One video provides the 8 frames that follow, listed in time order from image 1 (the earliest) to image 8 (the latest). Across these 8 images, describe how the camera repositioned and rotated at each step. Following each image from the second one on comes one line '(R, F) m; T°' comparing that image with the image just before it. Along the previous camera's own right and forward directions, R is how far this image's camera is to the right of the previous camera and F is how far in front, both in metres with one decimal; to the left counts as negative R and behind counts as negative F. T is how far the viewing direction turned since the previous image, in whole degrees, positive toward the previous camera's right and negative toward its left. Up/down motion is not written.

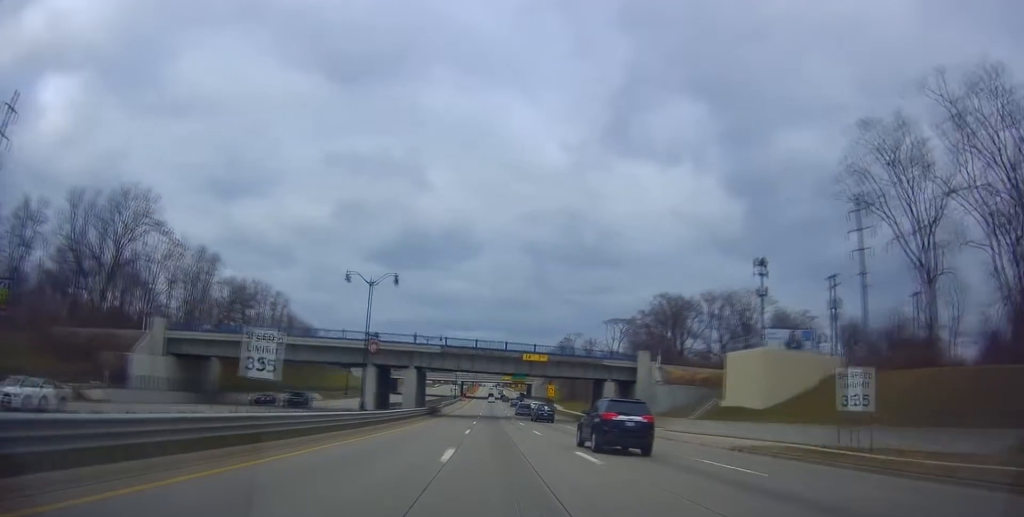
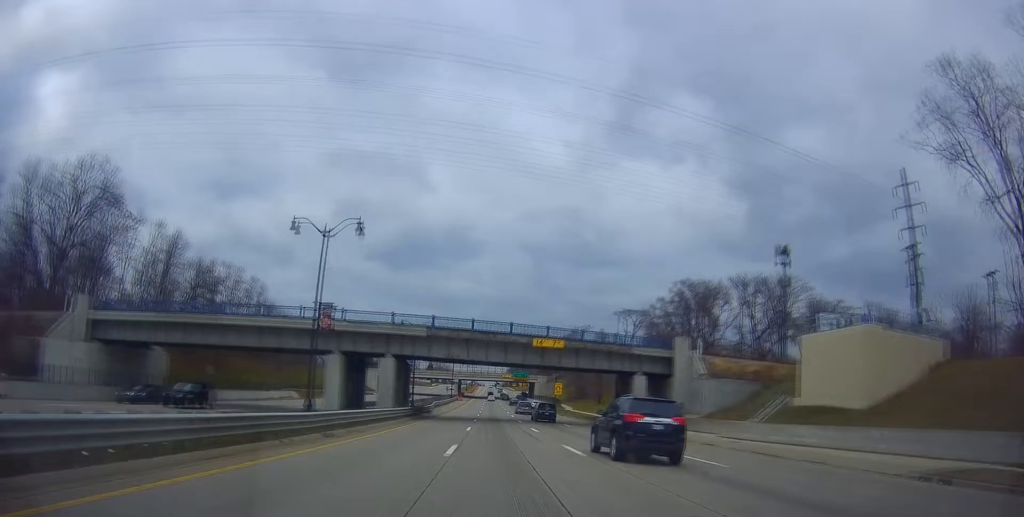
(+0.2, +13.6) m; -1°
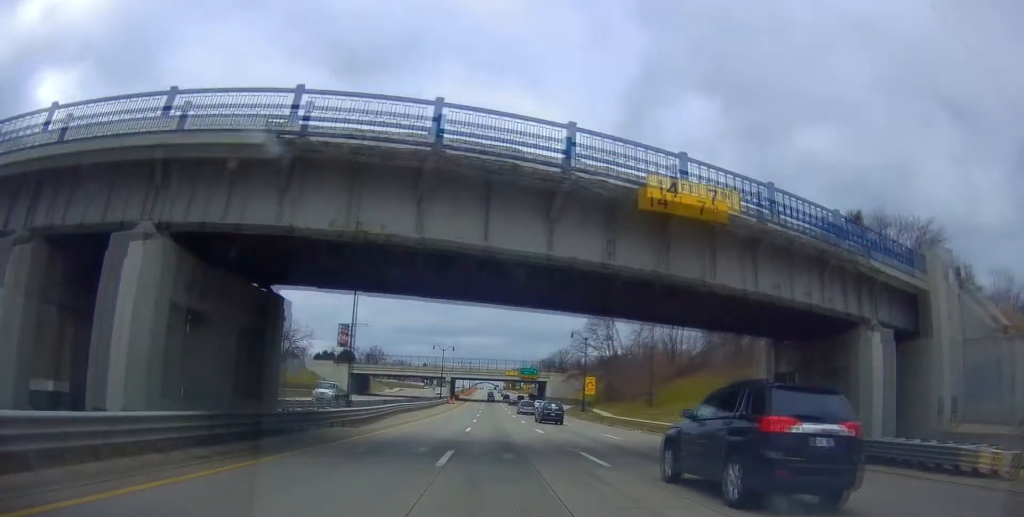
(-0.6, +34.5) m; 0°
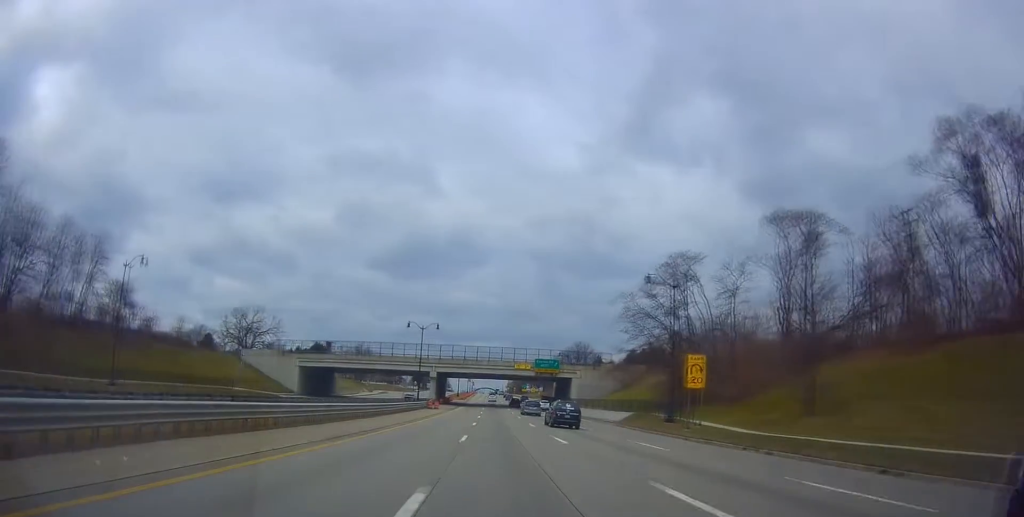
(+0.9, +38.4) m; 0°
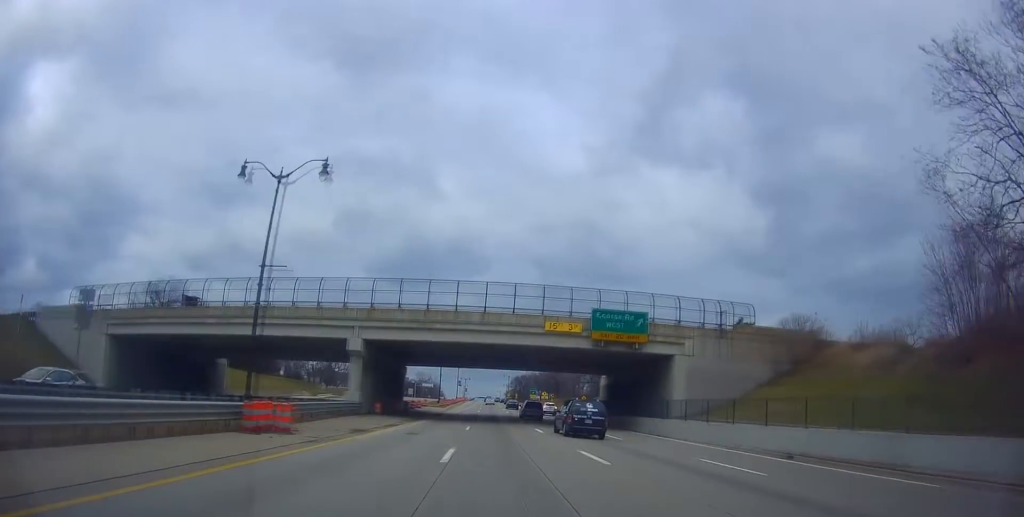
(-0.3, +53.3) m; 0°
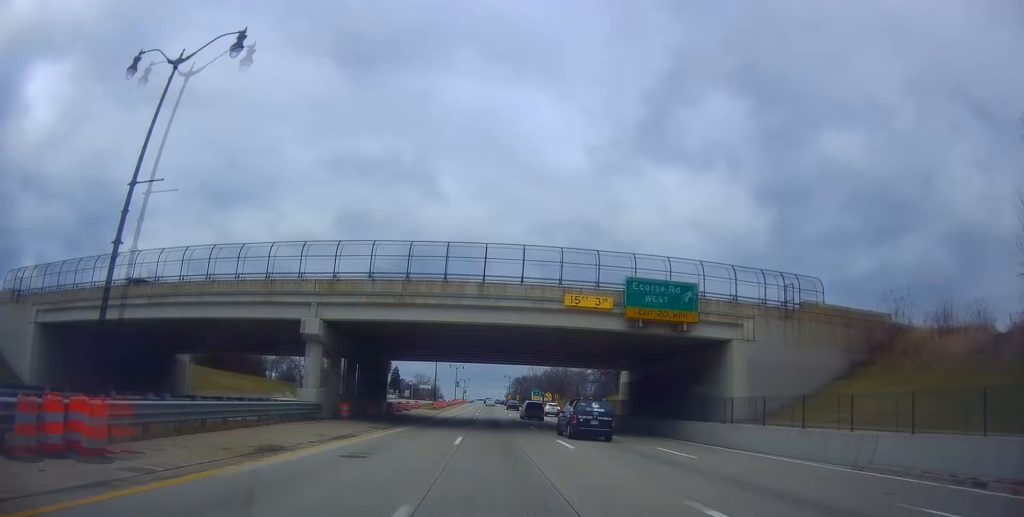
(0.0, +10.2) m; 0°
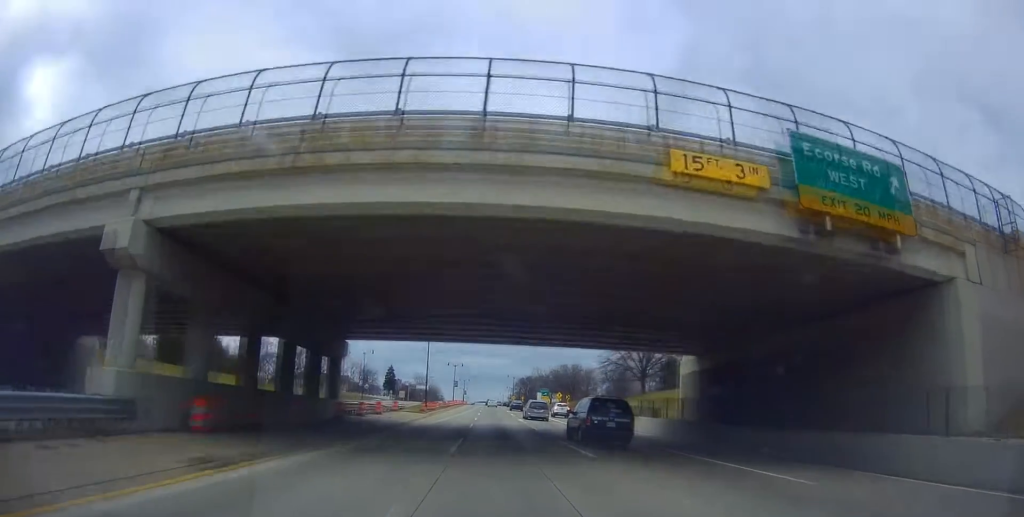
(-0.2, +17.8) m; -1°
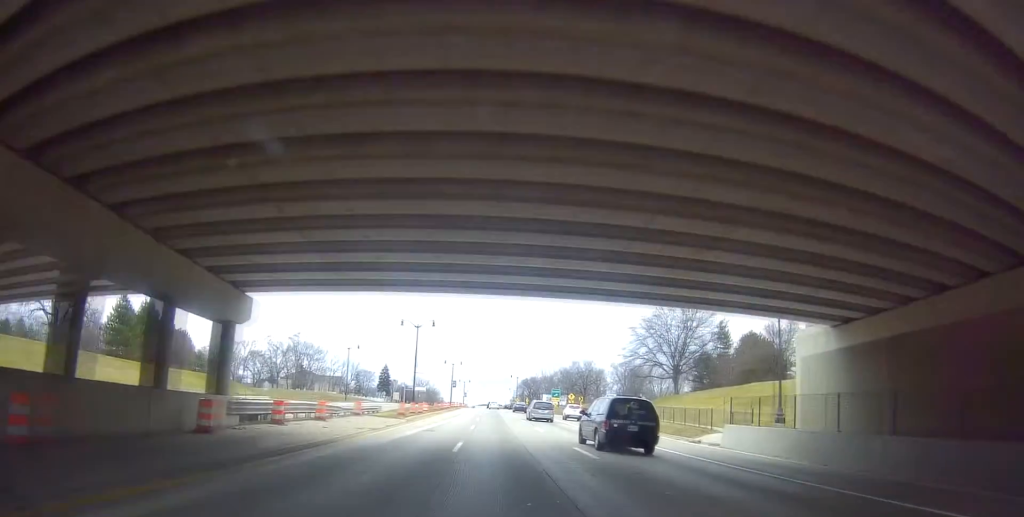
(-0.2, +16.0) m; 0°
